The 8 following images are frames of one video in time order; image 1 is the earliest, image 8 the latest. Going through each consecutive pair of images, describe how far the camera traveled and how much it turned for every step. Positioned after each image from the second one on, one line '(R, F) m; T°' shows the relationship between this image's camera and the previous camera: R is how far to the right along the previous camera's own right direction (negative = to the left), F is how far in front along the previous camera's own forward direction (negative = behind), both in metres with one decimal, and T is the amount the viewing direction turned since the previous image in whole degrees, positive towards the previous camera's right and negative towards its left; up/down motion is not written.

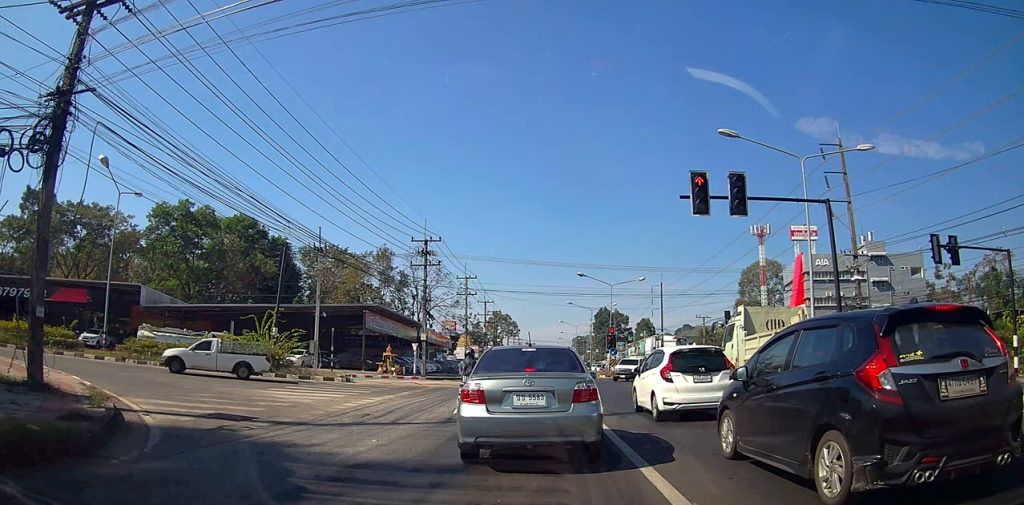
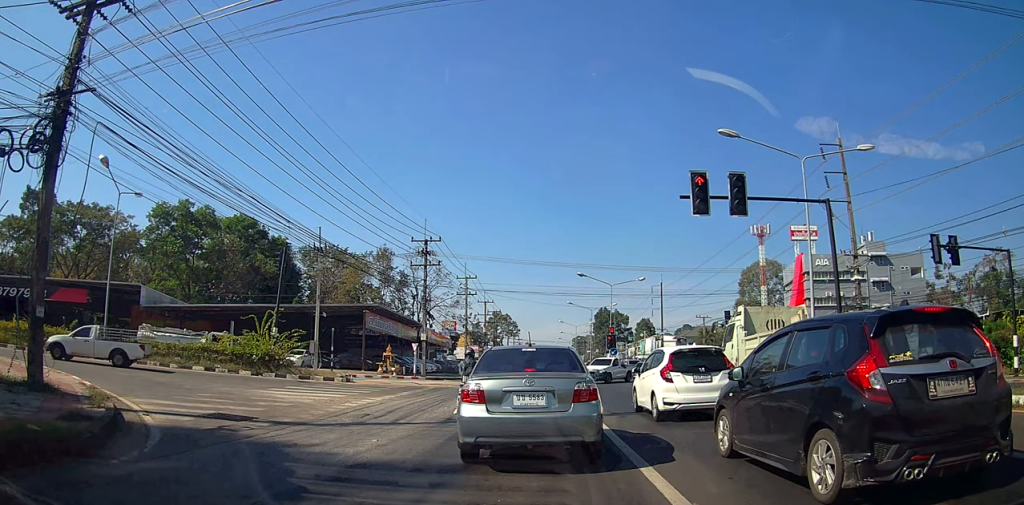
(+0.1, +0.6) m; 0°
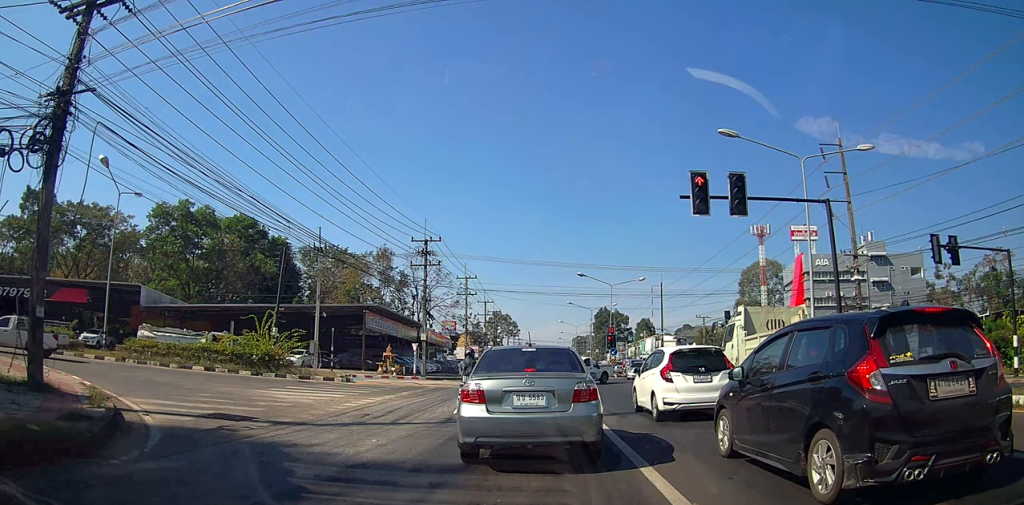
(0.0, +0.5) m; 0°
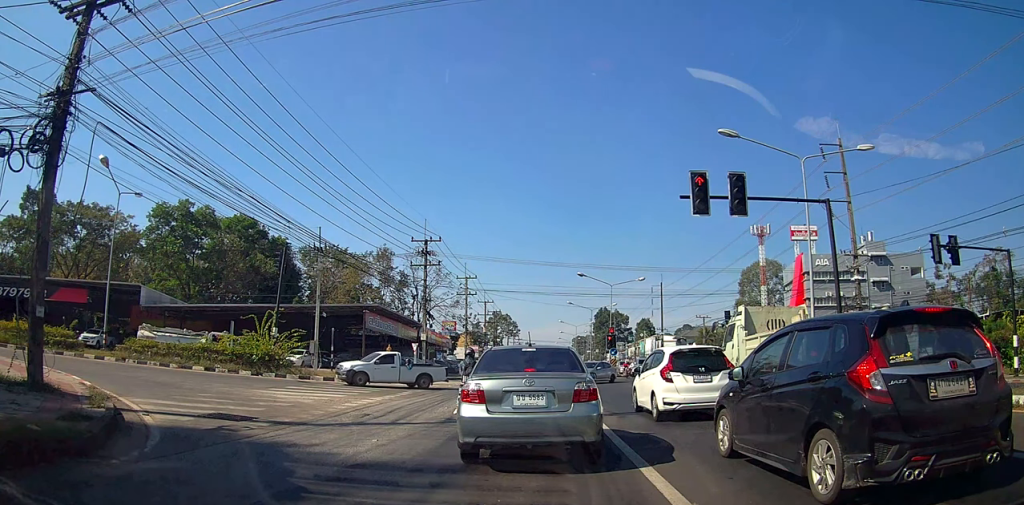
(0.0, 0.0) m; 0°
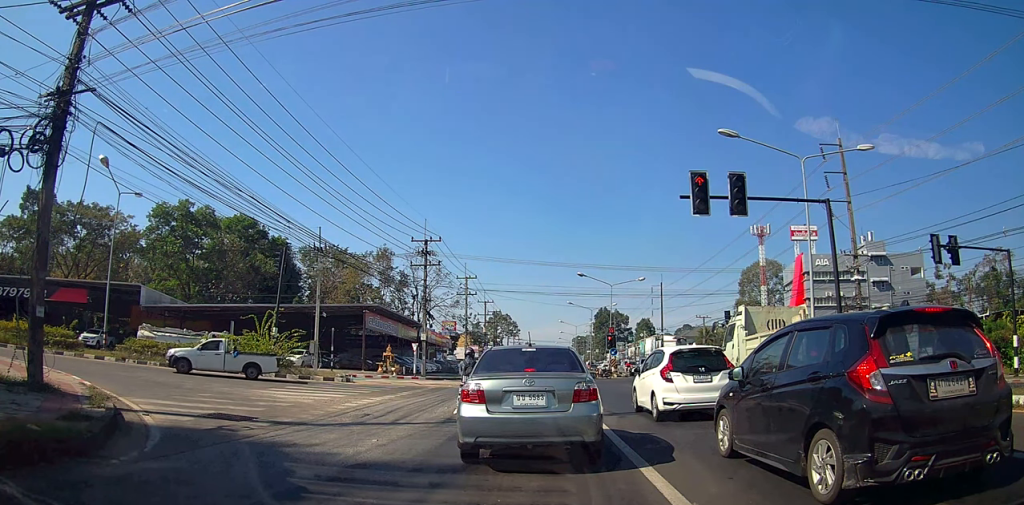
(0.0, 0.0) m; 0°
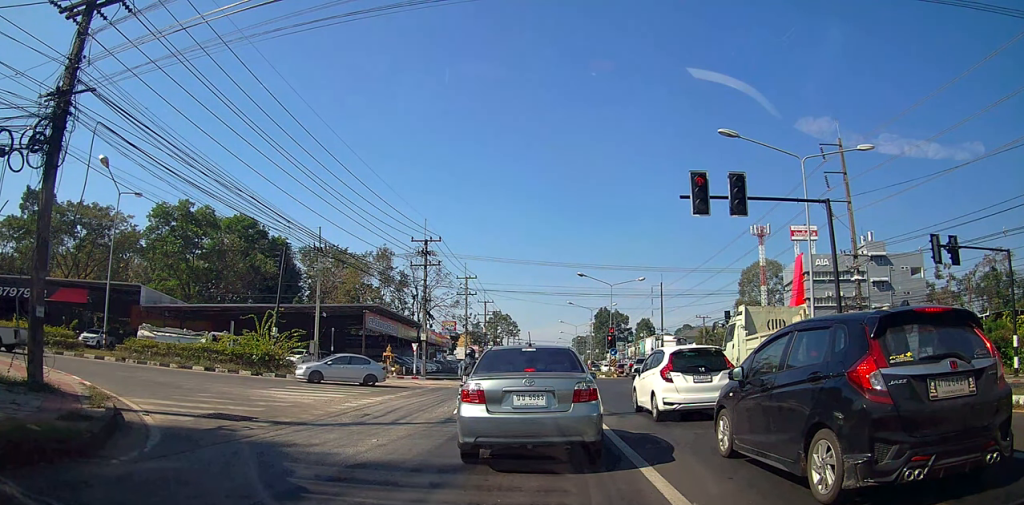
(+0.1, +0.8) m; 0°
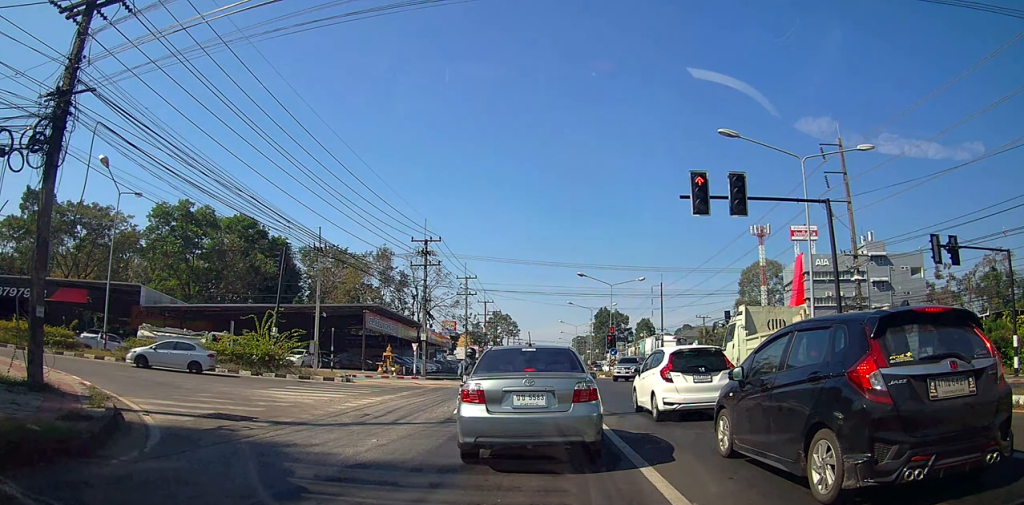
(0.0, 0.0) m; 0°
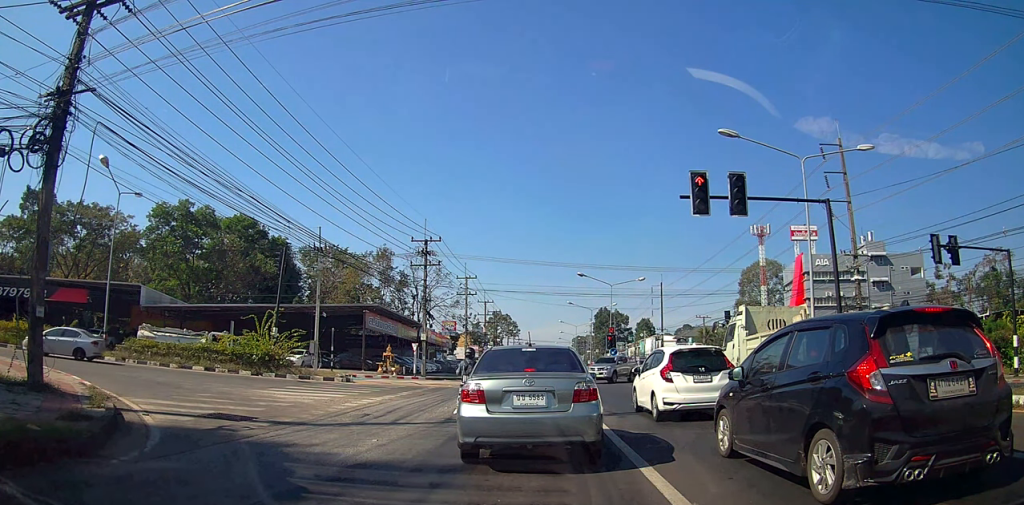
(0.0, 0.0) m; 0°
